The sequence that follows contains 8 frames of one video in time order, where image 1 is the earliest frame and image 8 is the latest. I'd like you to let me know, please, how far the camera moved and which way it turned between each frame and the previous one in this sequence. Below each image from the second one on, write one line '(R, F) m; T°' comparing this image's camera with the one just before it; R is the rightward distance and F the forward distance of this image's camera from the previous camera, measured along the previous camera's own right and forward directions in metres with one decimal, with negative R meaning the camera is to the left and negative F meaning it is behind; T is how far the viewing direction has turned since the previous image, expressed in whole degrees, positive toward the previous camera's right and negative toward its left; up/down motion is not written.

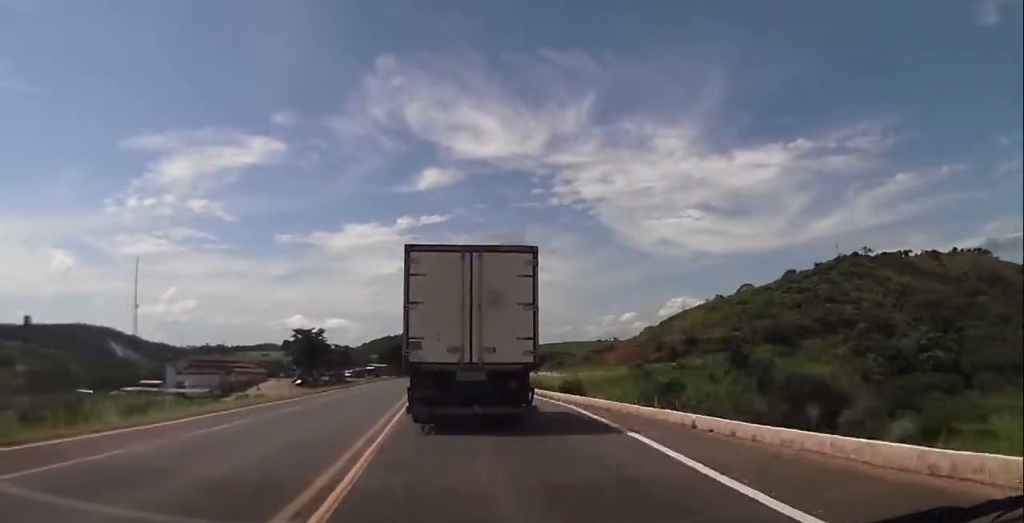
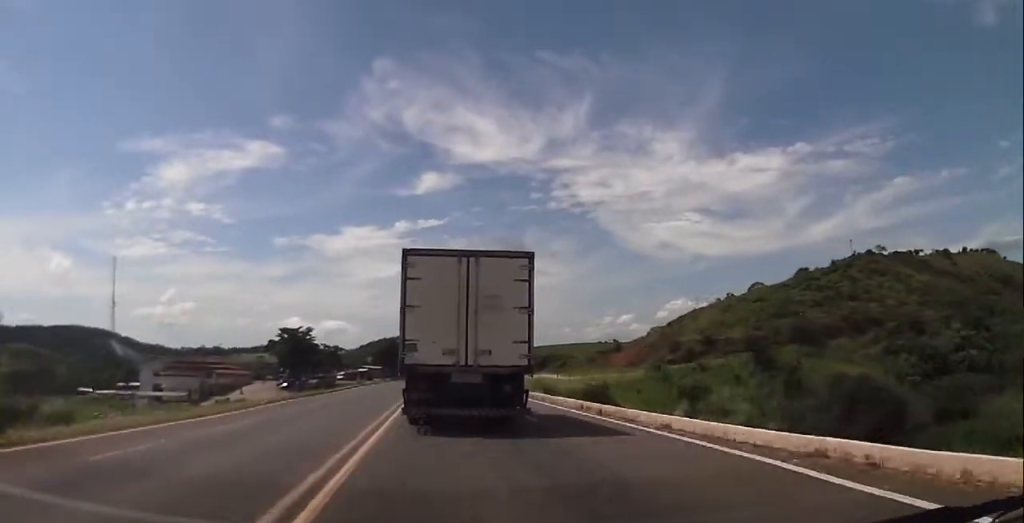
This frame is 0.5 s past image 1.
(0.0, +12.8) m; 0°
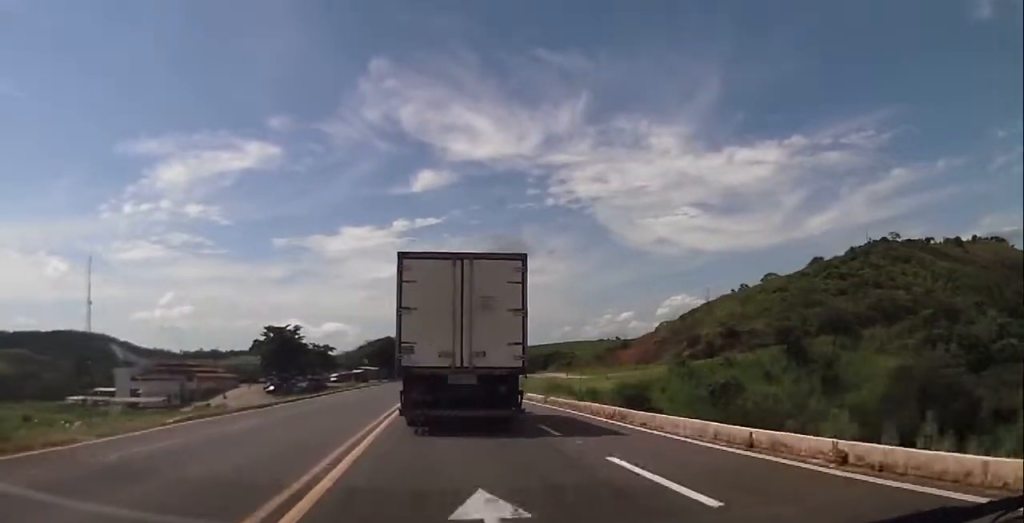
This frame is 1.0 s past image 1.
(-0.2, +12.7) m; 0°
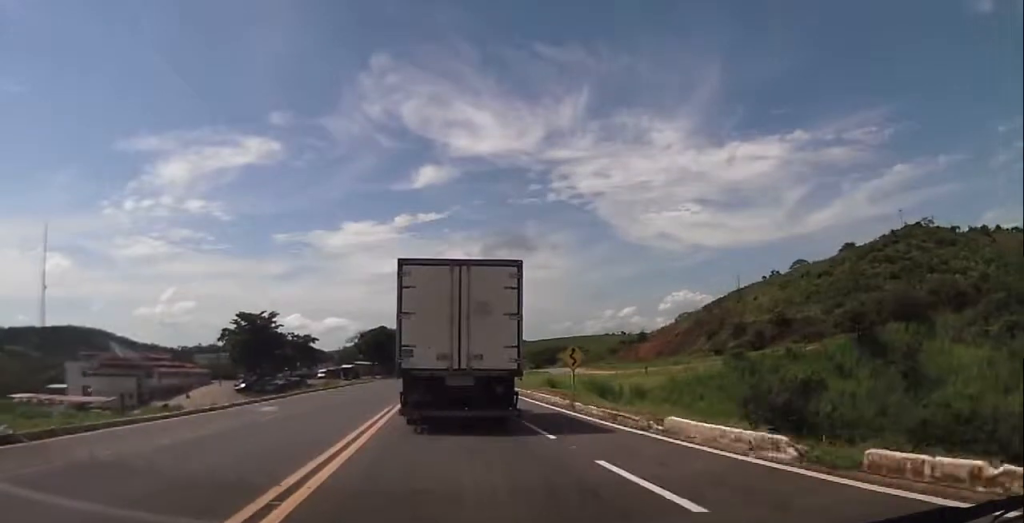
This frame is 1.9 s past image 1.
(+0.1, +21.9) m; 0°
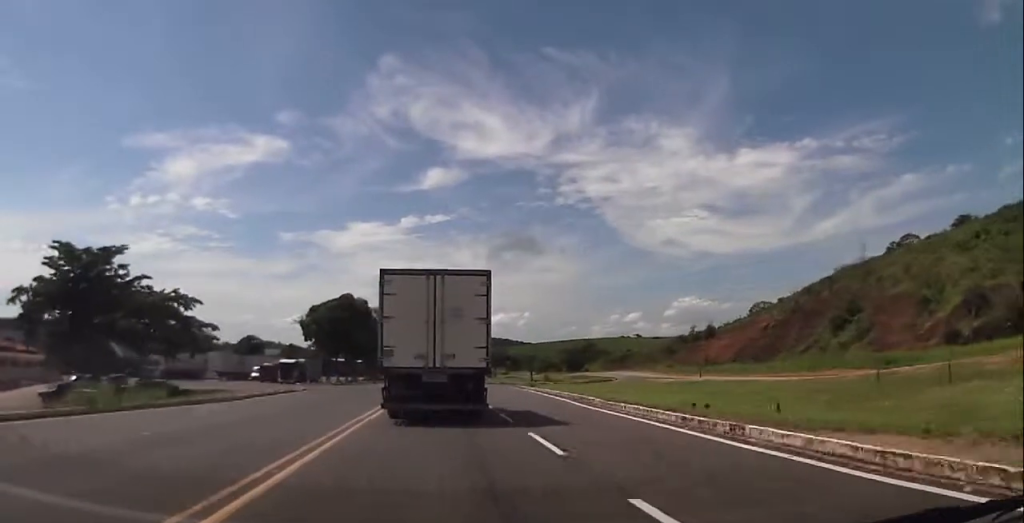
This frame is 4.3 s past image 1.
(+0.1, +61.7) m; -1°
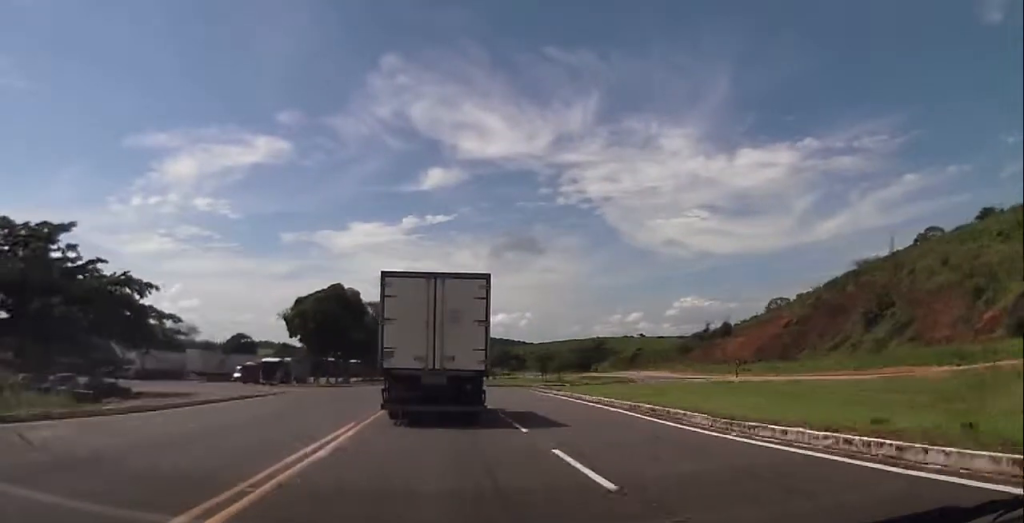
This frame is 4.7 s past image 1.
(-0.3, +10.1) m; 0°
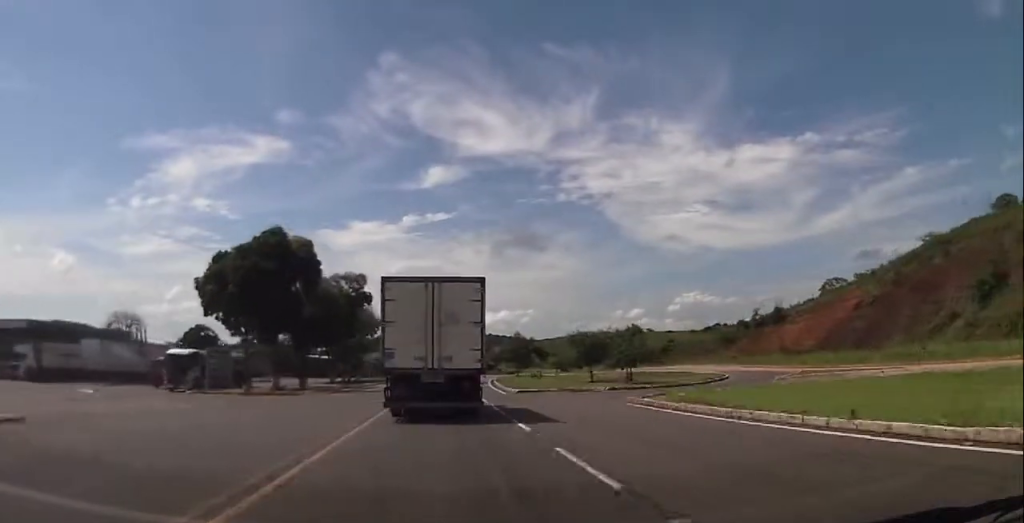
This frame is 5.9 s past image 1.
(0.0, +29.4) m; +1°
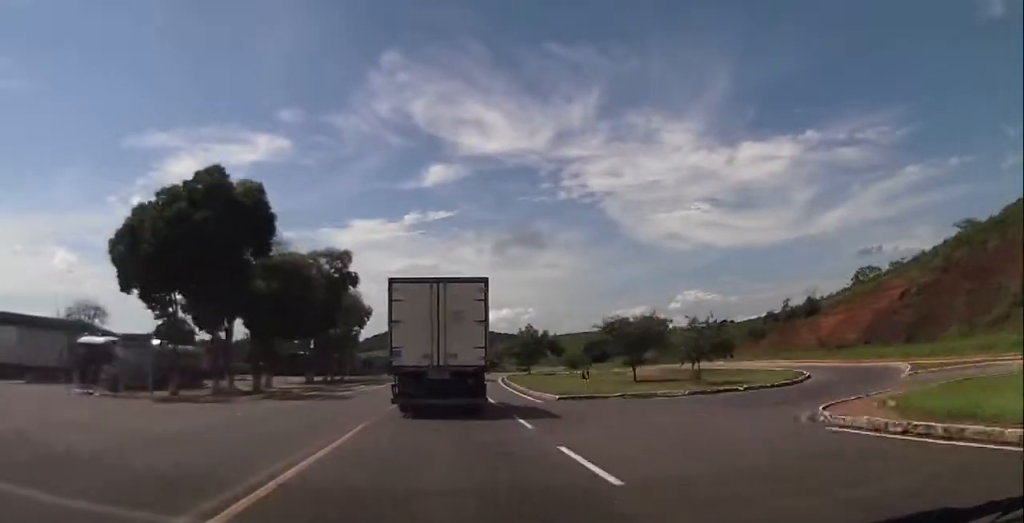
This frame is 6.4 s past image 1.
(+0.2, +14.3) m; 0°
